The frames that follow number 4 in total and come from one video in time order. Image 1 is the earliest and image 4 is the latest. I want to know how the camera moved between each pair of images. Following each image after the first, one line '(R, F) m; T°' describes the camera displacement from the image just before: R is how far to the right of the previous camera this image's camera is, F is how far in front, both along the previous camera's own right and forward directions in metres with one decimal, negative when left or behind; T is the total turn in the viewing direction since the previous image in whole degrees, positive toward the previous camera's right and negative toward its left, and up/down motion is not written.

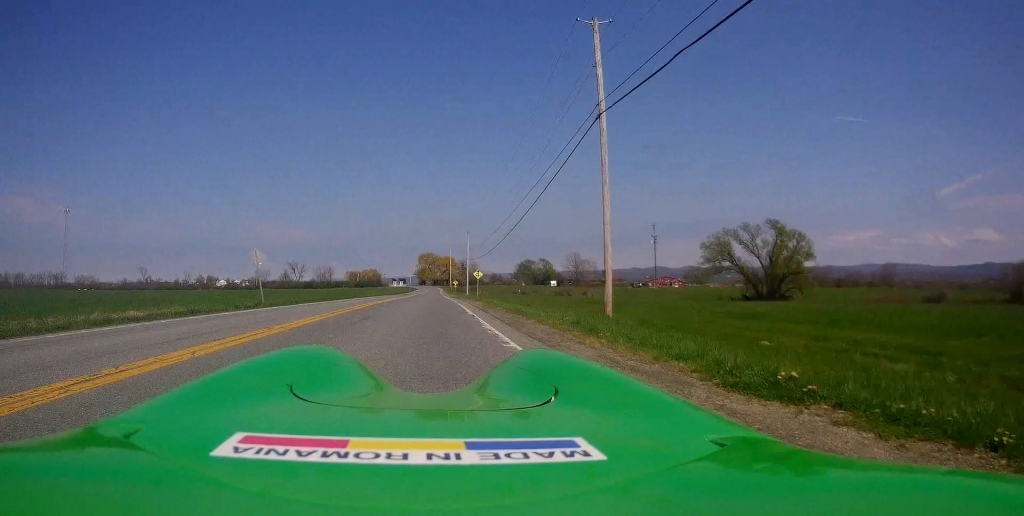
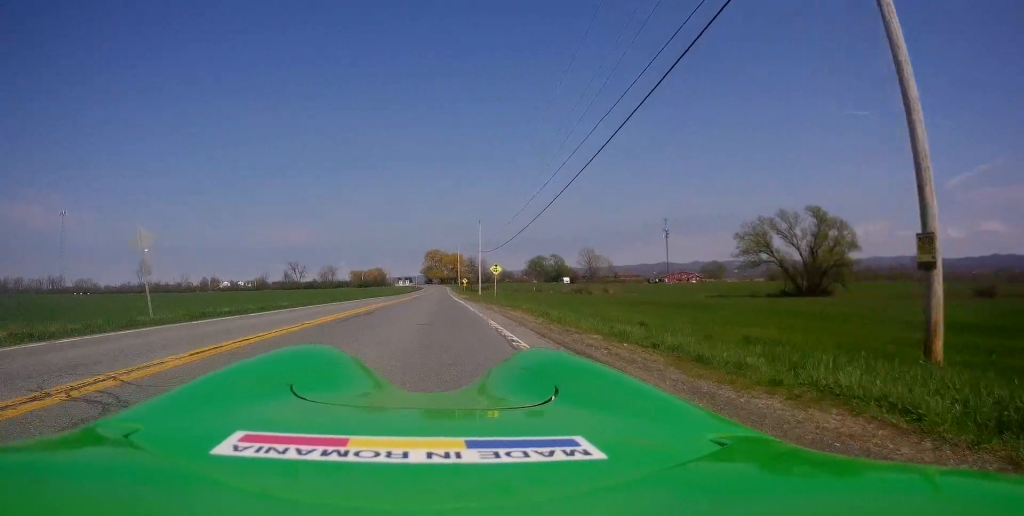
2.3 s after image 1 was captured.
(-0.4, +12.7) m; -4°
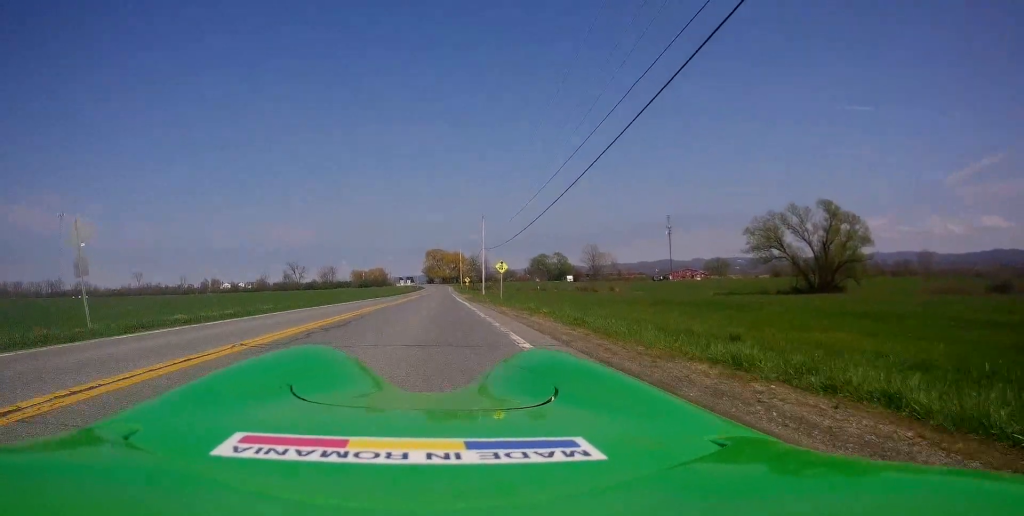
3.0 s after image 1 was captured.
(0.0, +3.6) m; +4°
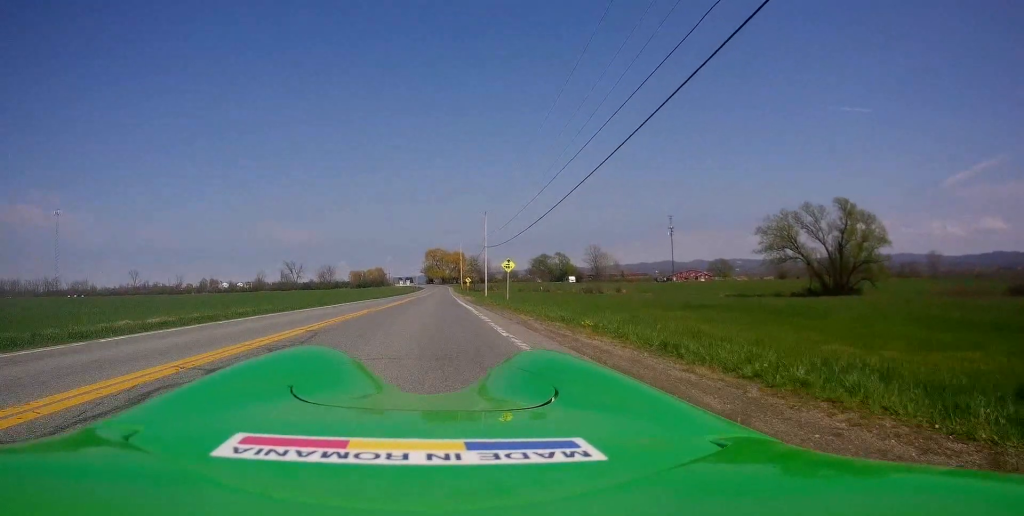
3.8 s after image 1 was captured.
(+0.3, +4.9) m; +1°
